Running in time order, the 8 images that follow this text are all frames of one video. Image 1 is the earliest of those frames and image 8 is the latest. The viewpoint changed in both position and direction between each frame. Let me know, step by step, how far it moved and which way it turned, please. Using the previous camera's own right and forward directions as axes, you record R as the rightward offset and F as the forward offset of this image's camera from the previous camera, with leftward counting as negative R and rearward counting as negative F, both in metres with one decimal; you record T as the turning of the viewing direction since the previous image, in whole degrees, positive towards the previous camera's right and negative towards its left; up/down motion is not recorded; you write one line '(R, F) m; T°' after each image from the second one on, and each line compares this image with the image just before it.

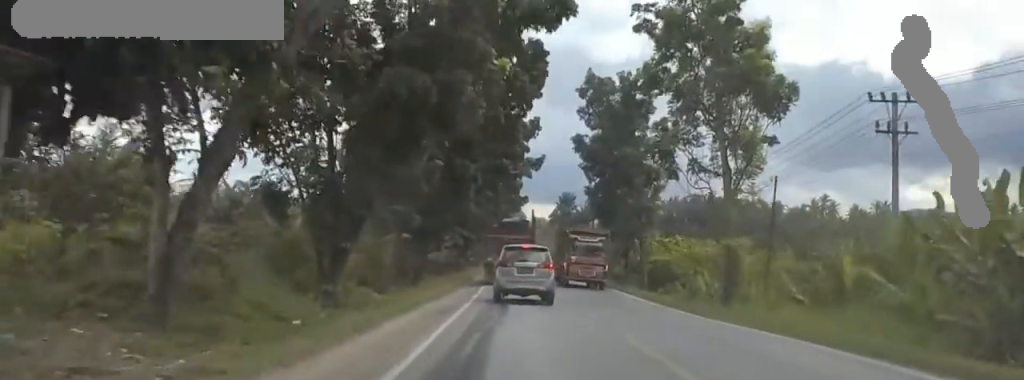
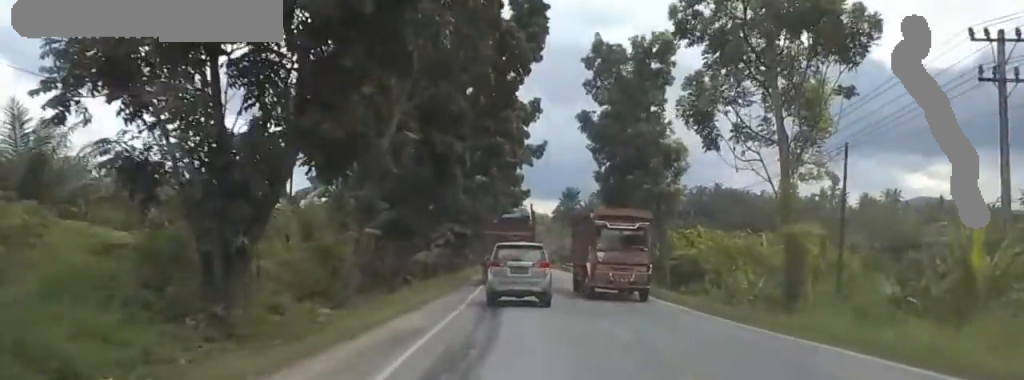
(-0.1, +5.8) m; -2°
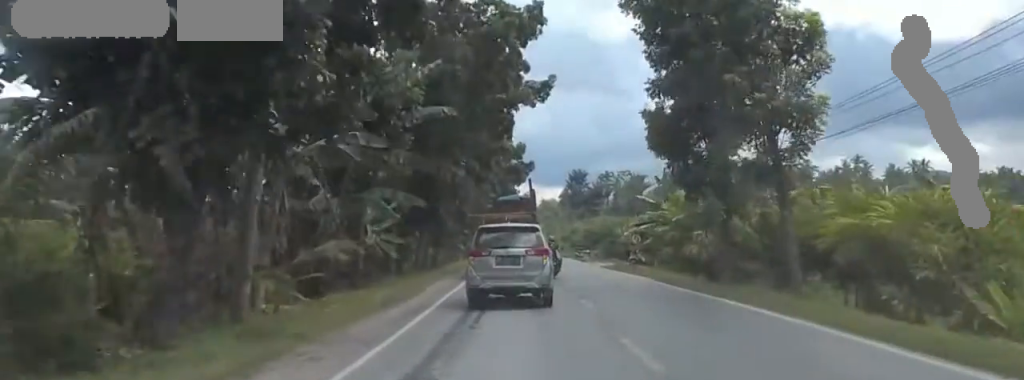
(-1.4, +17.6) m; -9°
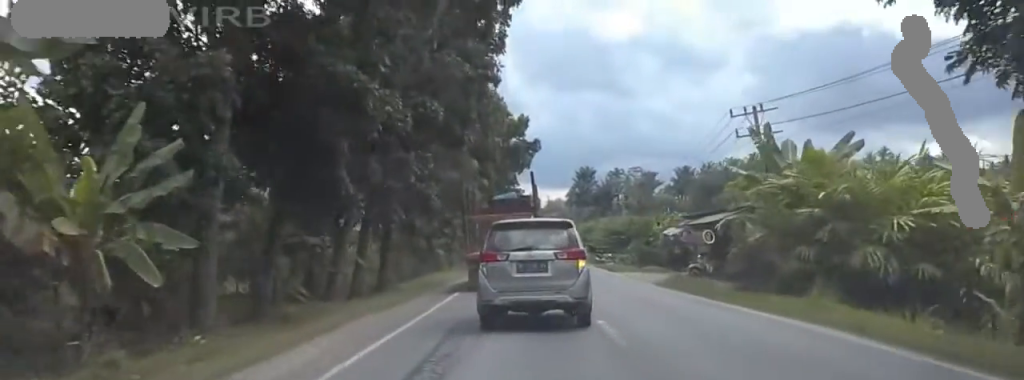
(-1.6, +18.3) m; -10°
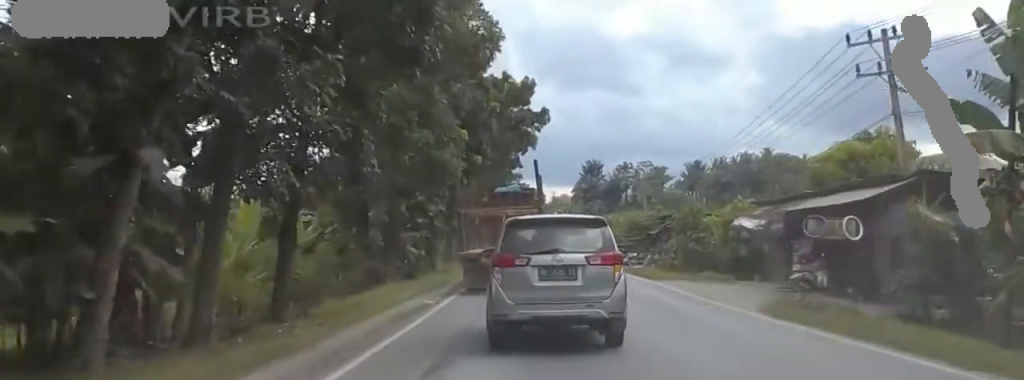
(-0.4, +13.6) m; -2°
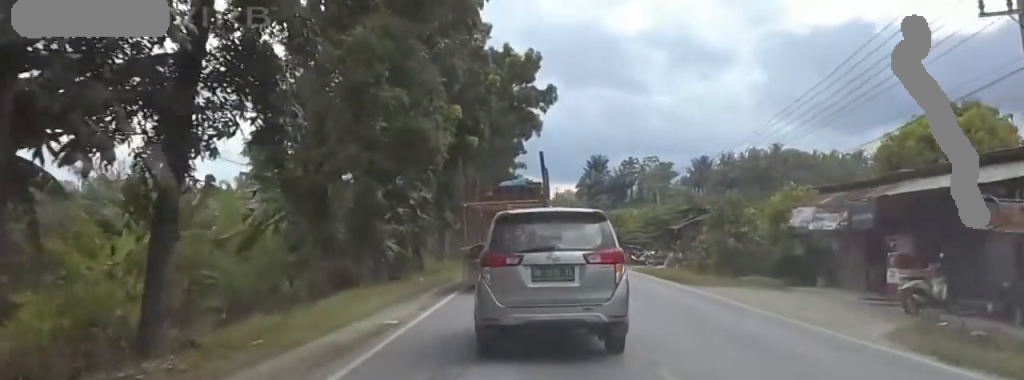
(+0.1, +6.8) m; +1°
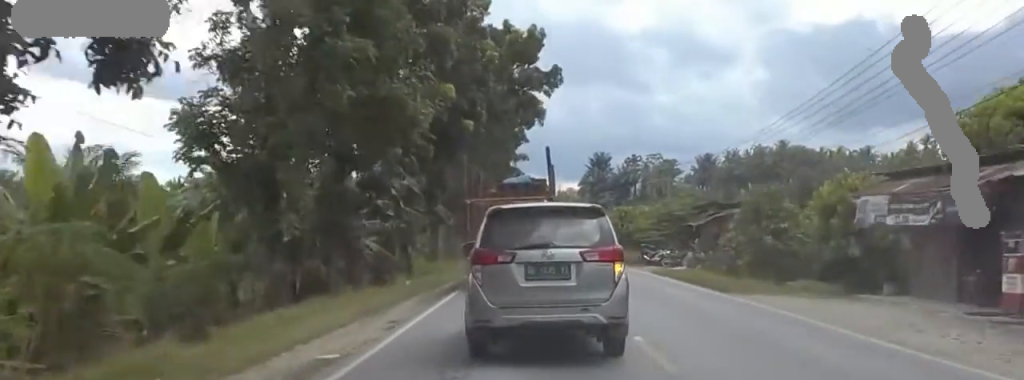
(-0.4, +4.9) m; +1°
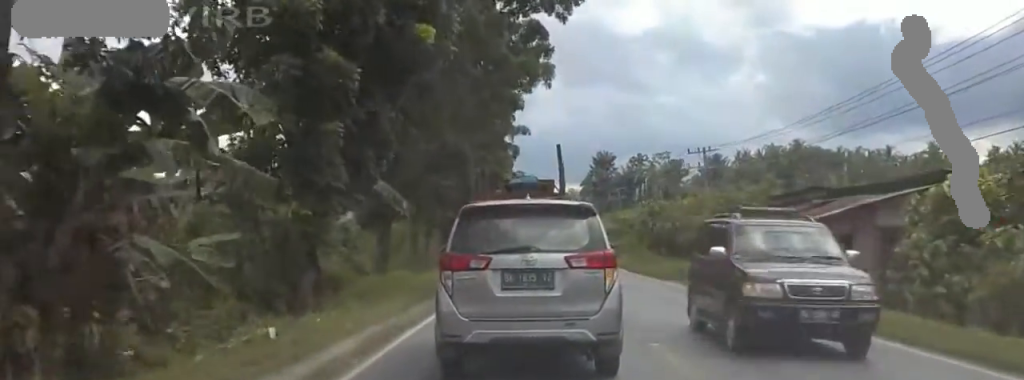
(+0.7, +17.0) m; -4°
